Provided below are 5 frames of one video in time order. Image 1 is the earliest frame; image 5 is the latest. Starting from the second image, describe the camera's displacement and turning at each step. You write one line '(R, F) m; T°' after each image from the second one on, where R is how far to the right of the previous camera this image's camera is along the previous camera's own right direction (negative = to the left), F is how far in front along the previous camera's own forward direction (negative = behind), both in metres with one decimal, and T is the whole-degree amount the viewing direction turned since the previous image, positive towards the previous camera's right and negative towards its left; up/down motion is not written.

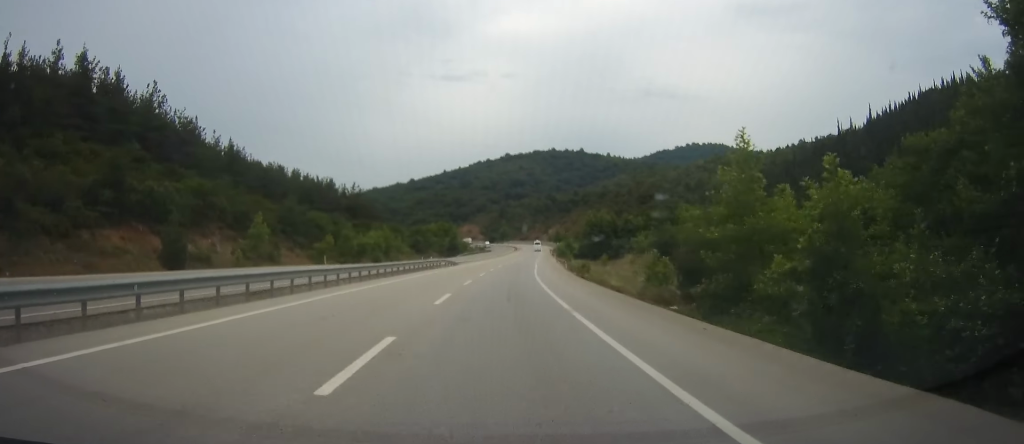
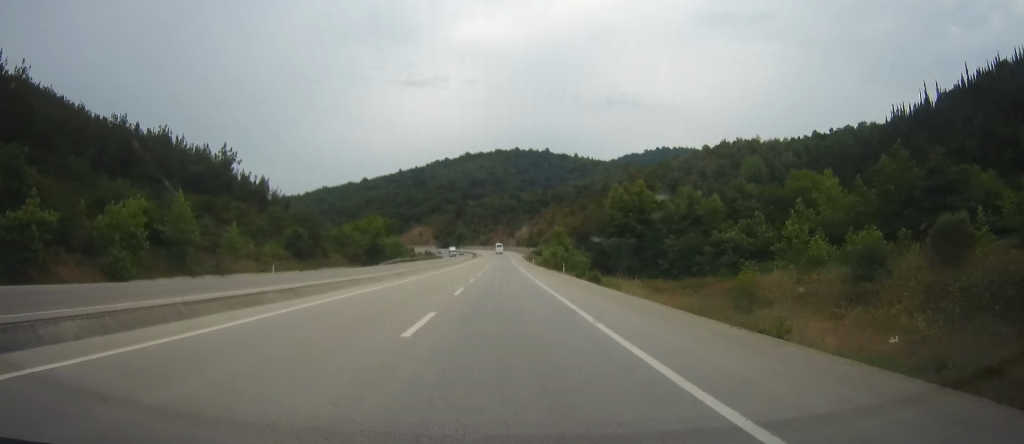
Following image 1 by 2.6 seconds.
(+2.4, +65.6) m; +3°
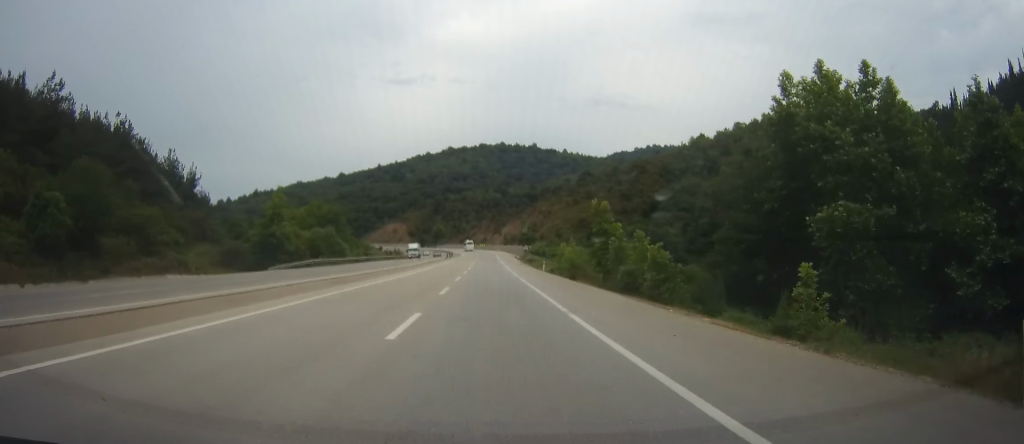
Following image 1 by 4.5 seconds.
(+0.9, +48.2) m; +3°
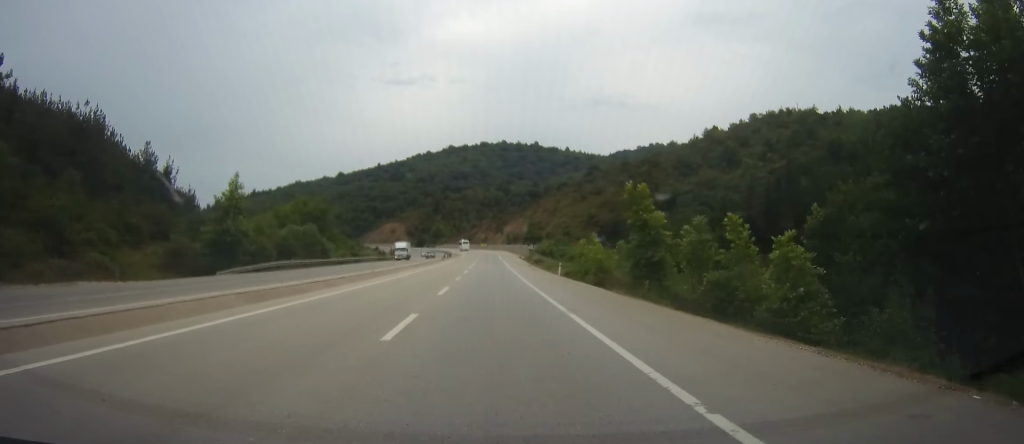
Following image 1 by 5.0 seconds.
(+0.2, +12.1) m; 0°
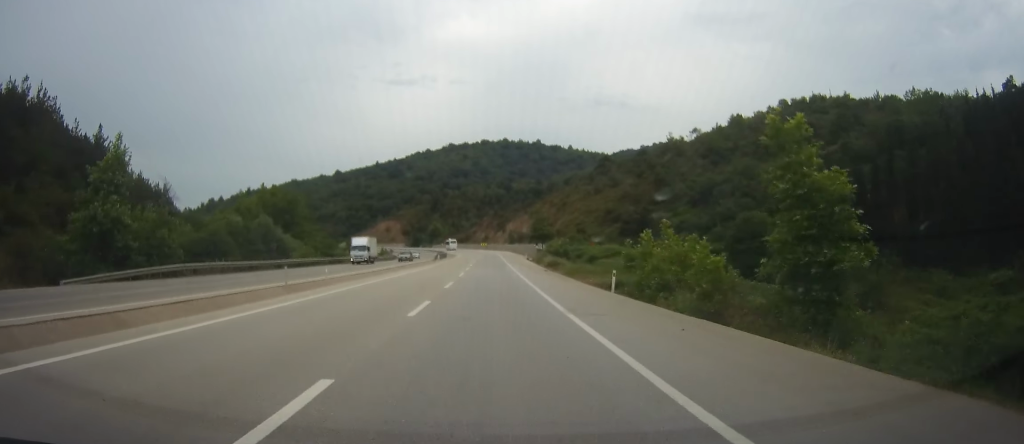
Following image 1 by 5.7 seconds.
(0.0, +19.5) m; 0°
